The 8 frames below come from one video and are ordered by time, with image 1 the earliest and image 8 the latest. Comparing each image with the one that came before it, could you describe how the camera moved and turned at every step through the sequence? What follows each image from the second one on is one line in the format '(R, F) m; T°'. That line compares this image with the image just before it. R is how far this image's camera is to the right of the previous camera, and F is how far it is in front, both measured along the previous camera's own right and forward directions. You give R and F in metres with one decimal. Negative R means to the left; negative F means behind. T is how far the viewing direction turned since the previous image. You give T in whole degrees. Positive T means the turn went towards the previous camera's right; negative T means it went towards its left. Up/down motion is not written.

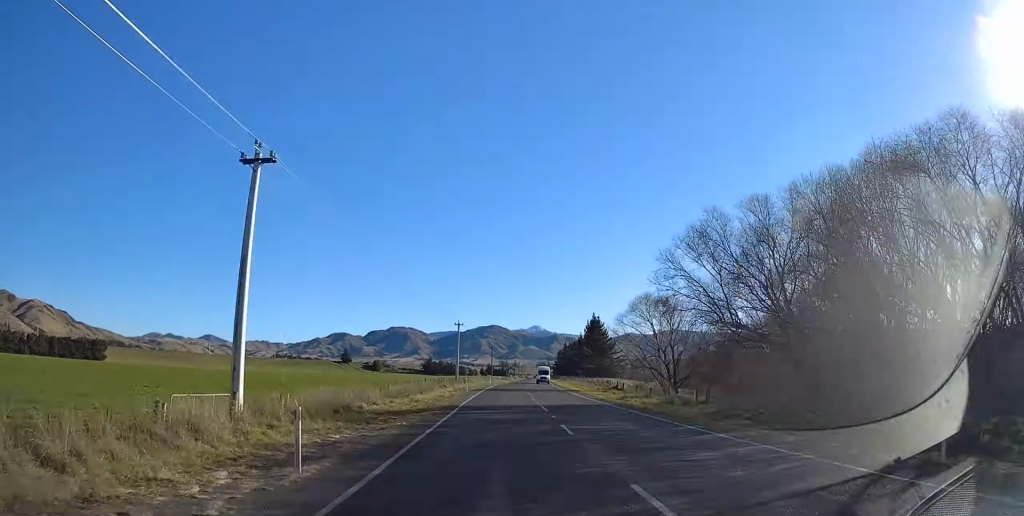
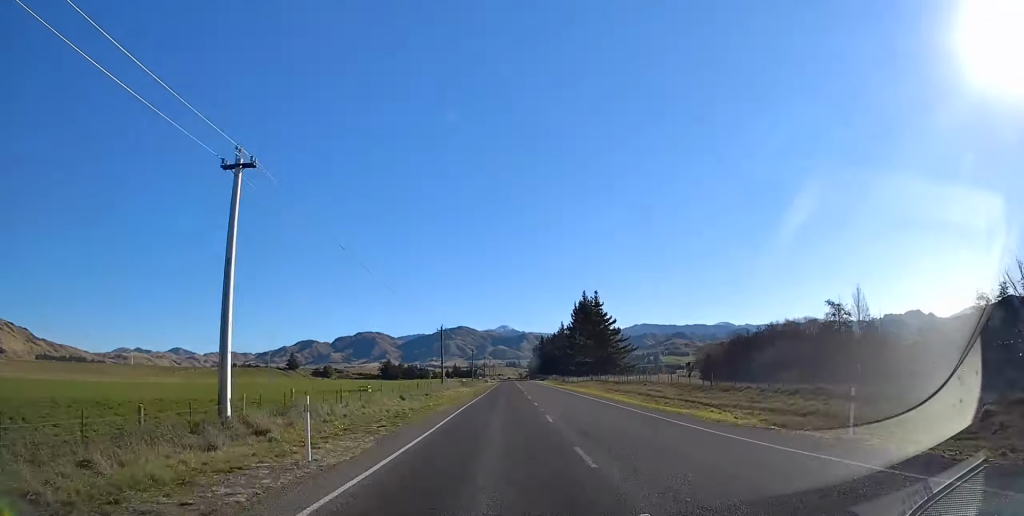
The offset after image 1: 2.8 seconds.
(+0.4, +76.9) m; +1°
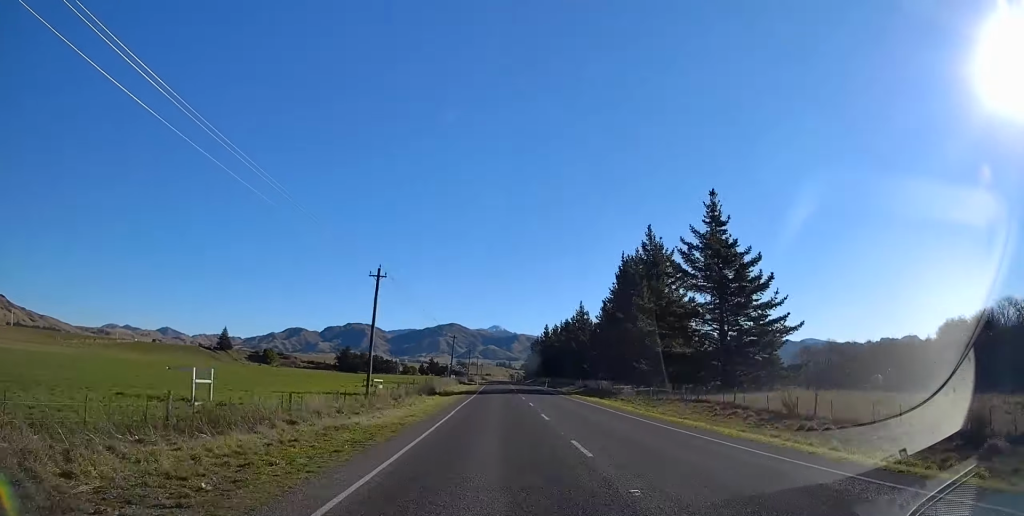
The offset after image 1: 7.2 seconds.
(+2.3, +120.6) m; +1°
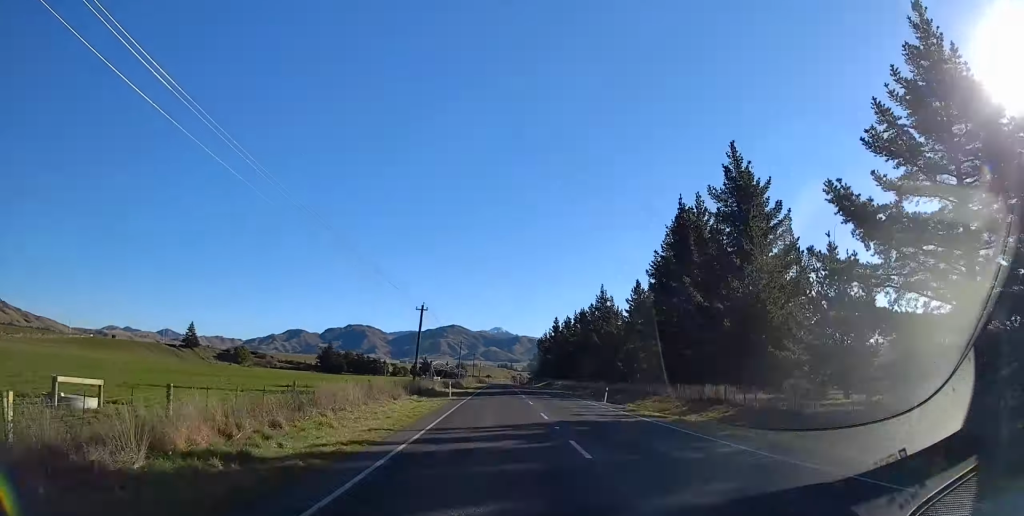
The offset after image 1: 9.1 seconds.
(0.0, +51.2) m; 0°
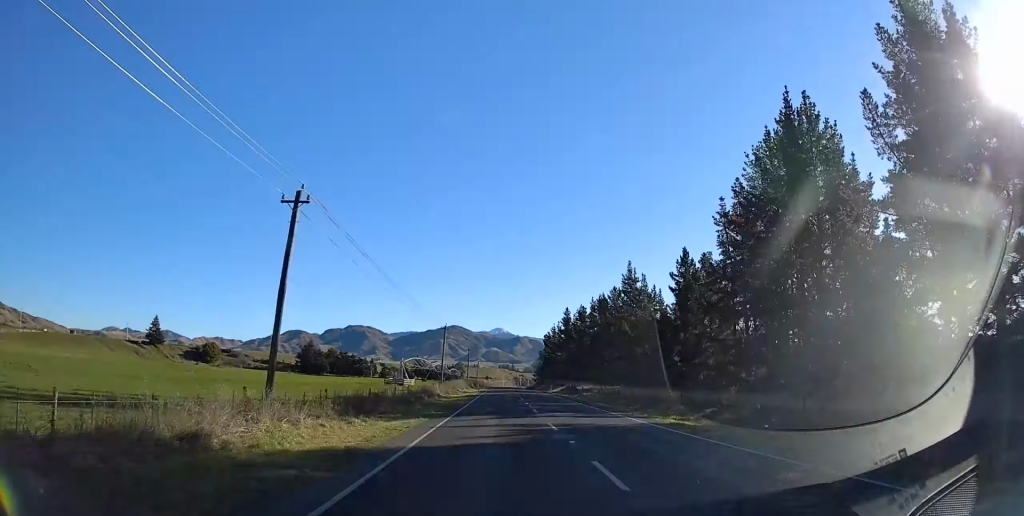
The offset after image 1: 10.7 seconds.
(0.0, +43.8) m; 0°
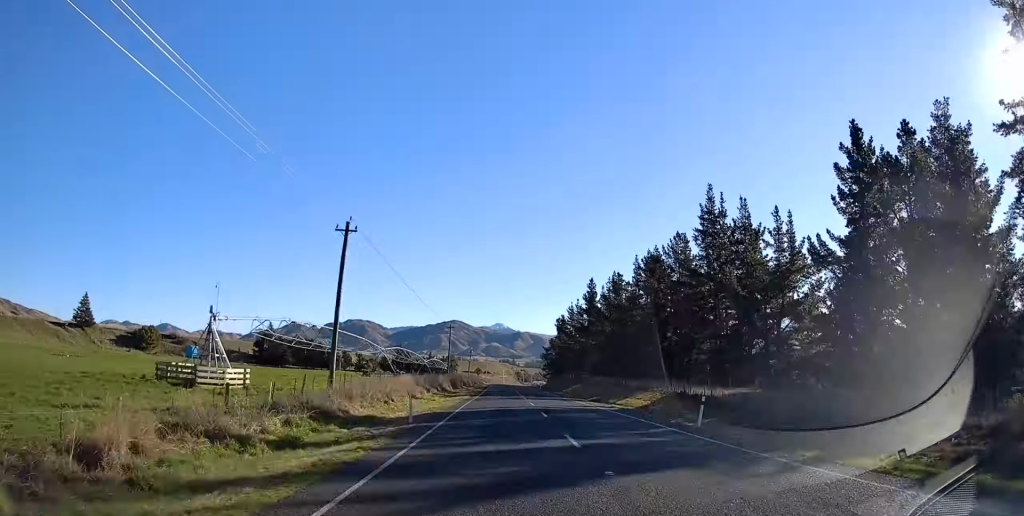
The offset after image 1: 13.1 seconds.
(+0.1, +65.8) m; 0°
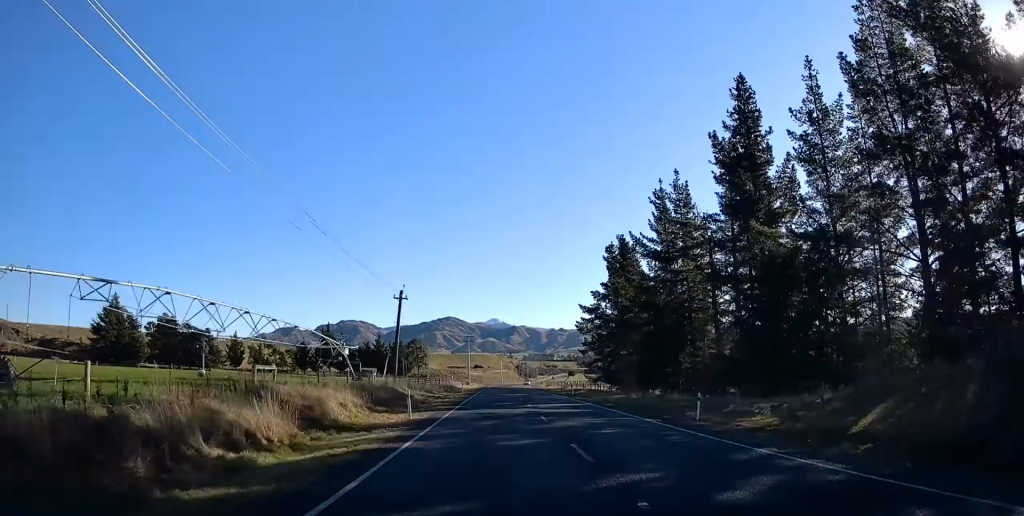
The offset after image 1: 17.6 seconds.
(+0.3, +124.3) m; +1°
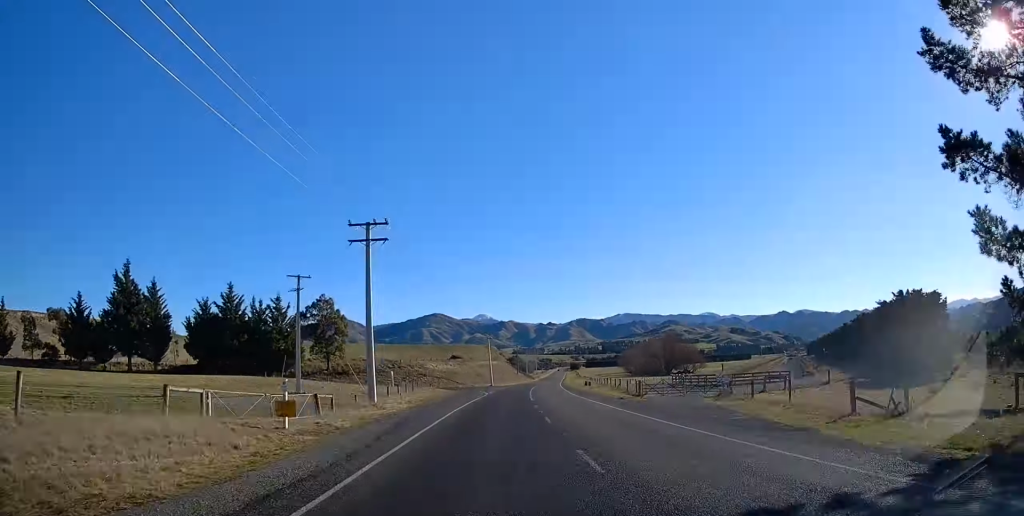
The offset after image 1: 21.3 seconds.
(+0.6, +102.4) m; +2°
